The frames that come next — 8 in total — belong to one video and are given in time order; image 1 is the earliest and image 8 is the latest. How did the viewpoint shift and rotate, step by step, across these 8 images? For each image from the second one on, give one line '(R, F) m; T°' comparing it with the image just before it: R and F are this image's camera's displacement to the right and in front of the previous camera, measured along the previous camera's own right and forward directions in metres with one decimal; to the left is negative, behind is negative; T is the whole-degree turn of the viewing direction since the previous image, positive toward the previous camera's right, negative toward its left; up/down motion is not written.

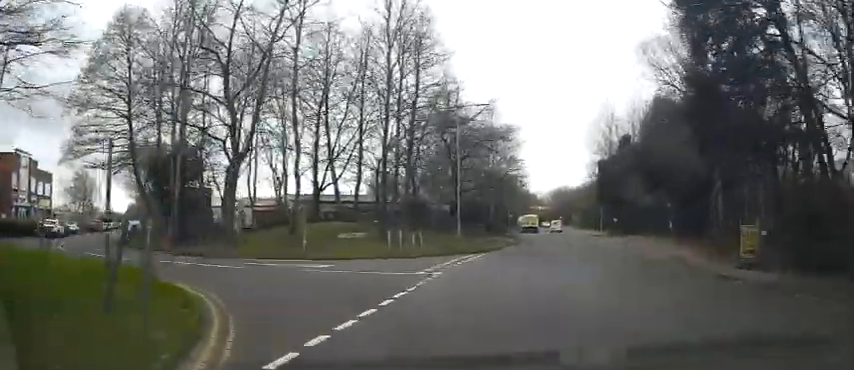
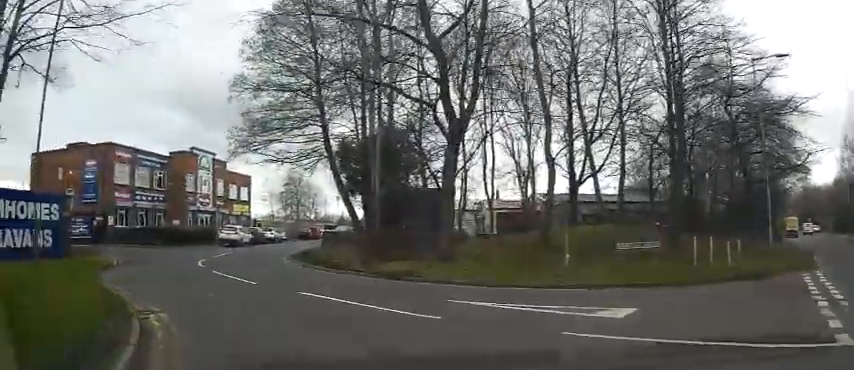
(-1.8, +9.1) m; -20°
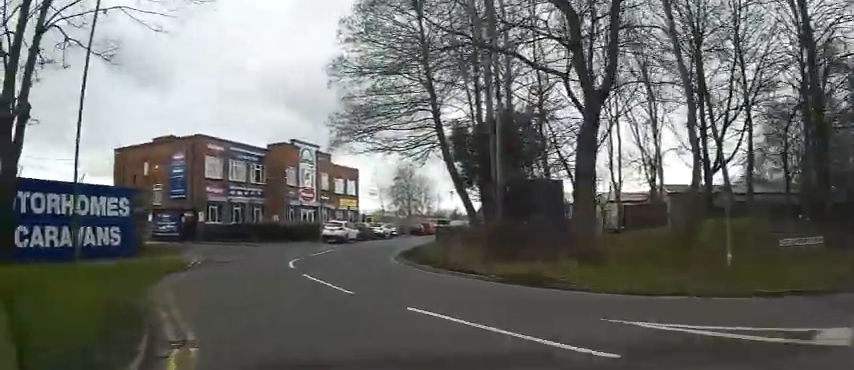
(-0.1, +2.8) m; -8°
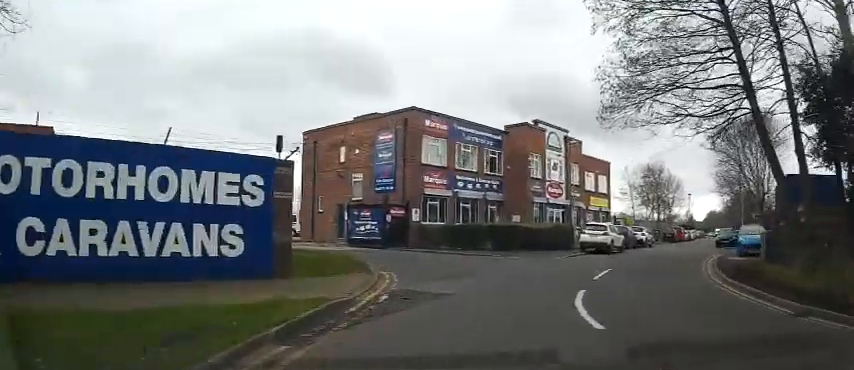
(-2.5, +8.4) m; -24°
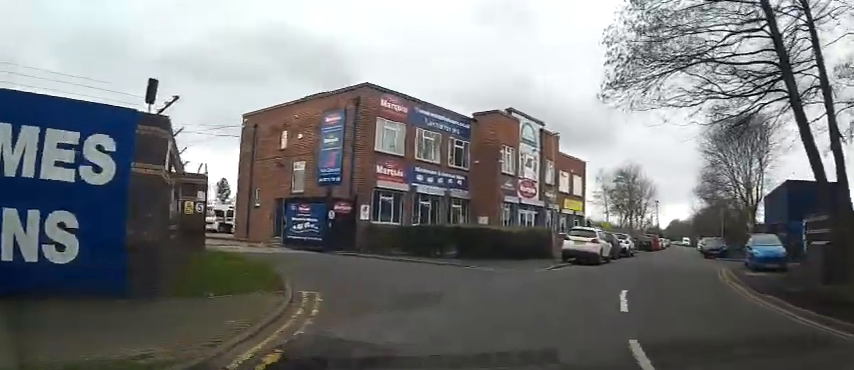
(-0.1, +4.0) m; +2°
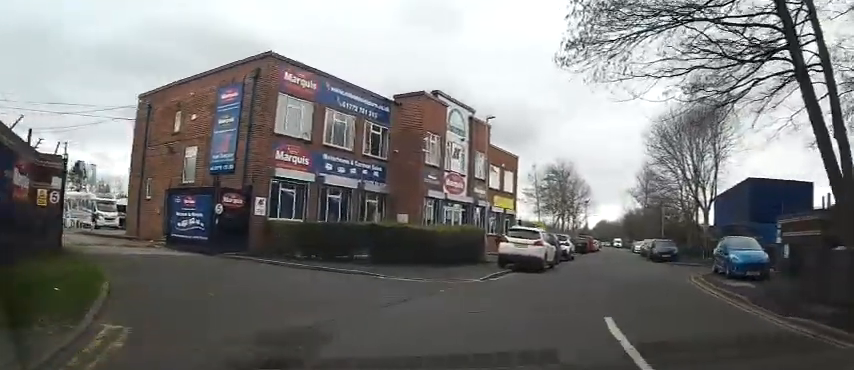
(+0.1, +3.5) m; +5°
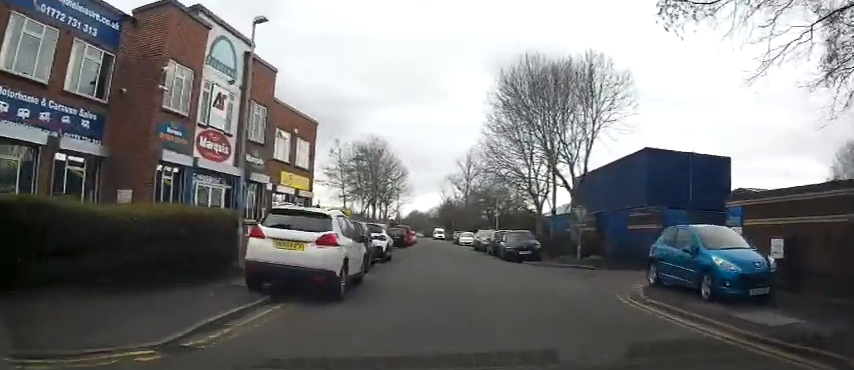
(+1.2, +9.0) m; +16°
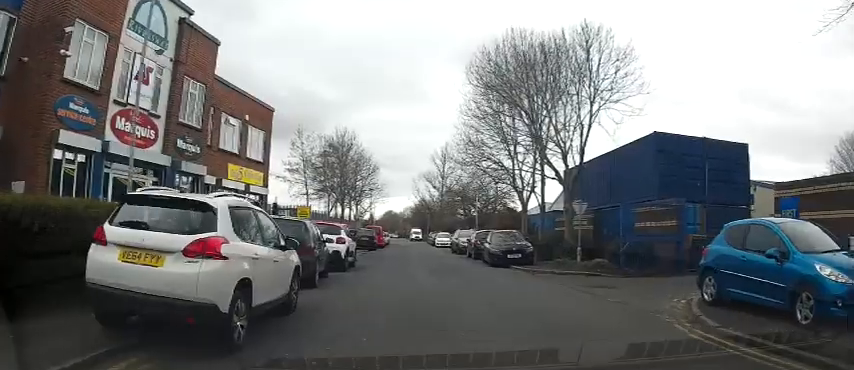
(+0.4, +3.5) m; +3°
